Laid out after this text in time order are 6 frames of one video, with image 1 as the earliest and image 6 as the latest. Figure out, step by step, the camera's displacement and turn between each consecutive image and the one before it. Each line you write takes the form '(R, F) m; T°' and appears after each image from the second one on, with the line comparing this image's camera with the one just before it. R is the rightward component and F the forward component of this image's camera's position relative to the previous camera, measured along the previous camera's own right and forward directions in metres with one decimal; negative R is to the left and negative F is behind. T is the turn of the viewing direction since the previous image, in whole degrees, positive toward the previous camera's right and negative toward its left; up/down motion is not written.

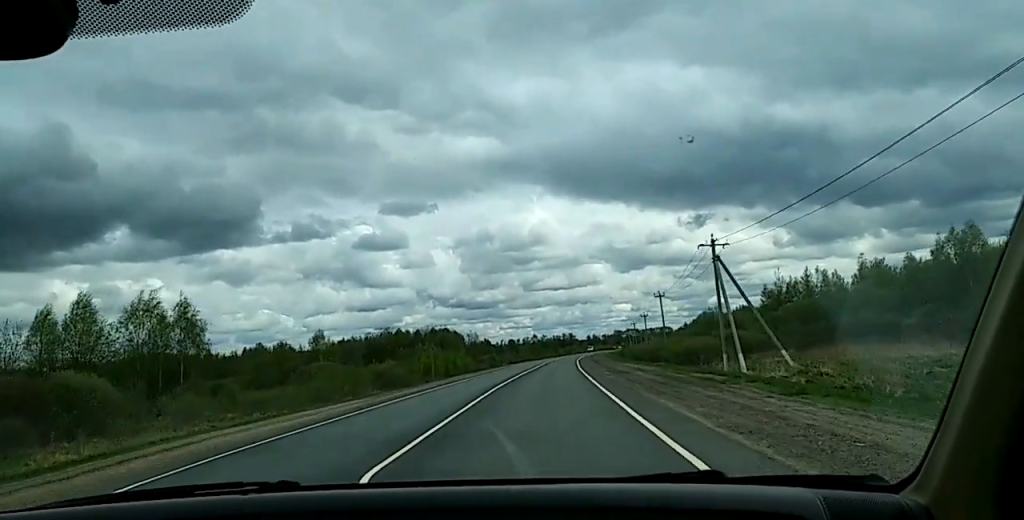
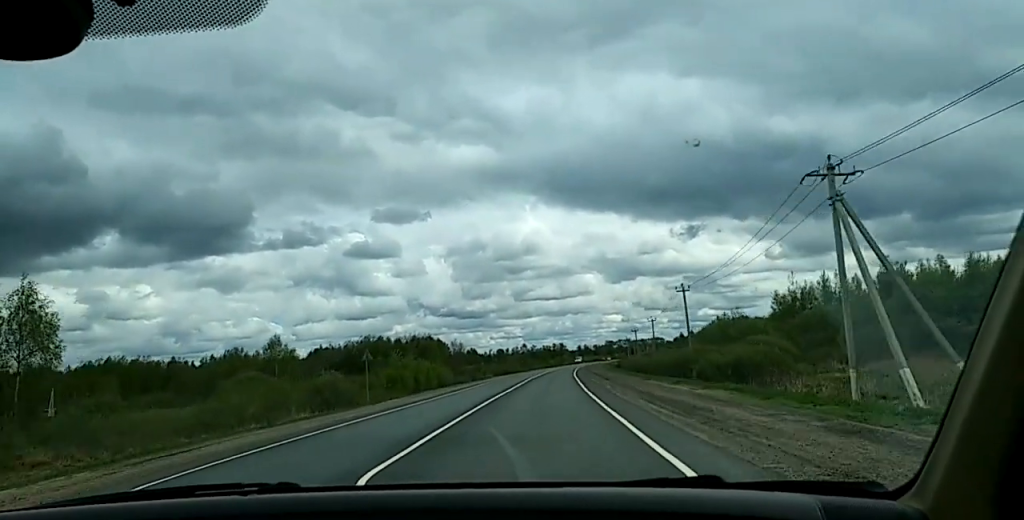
(-0.2, +18.0) m; +2°
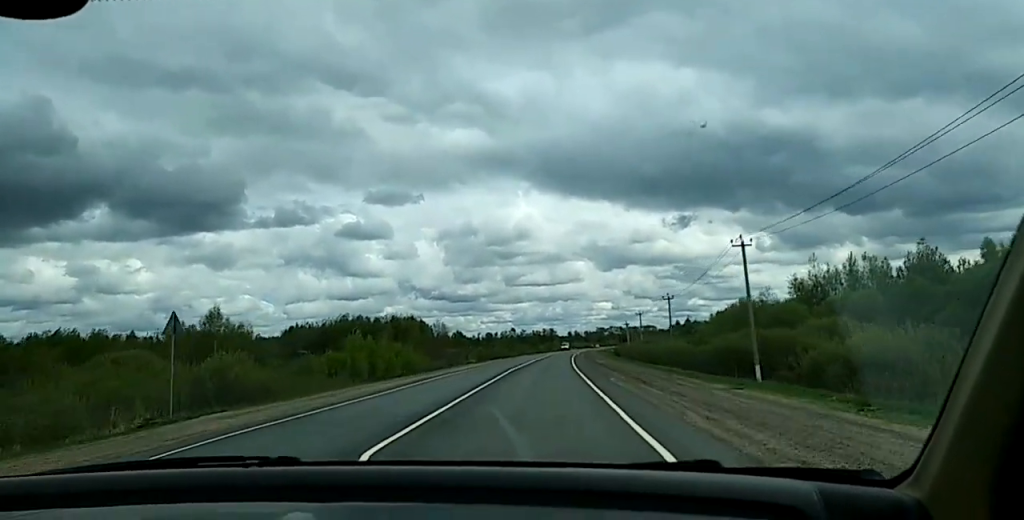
(+0.8, +22.9) m; +2°
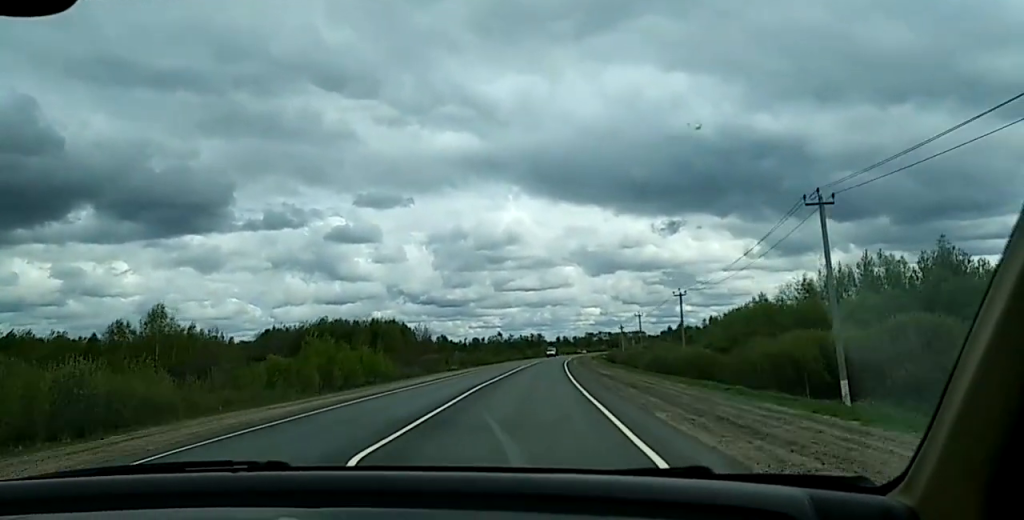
(+0.1, +14.3) m; 0°
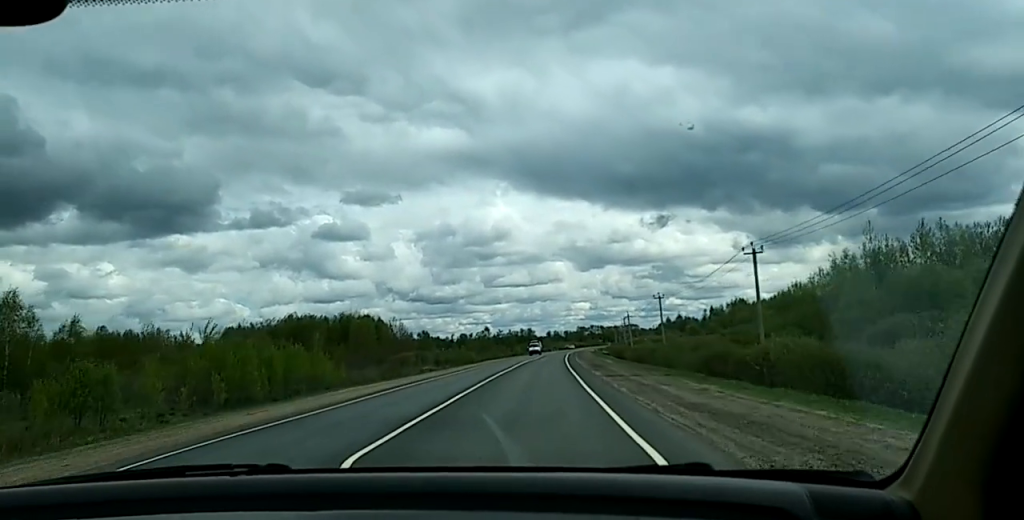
(-0.1, +29.5) m; 0°
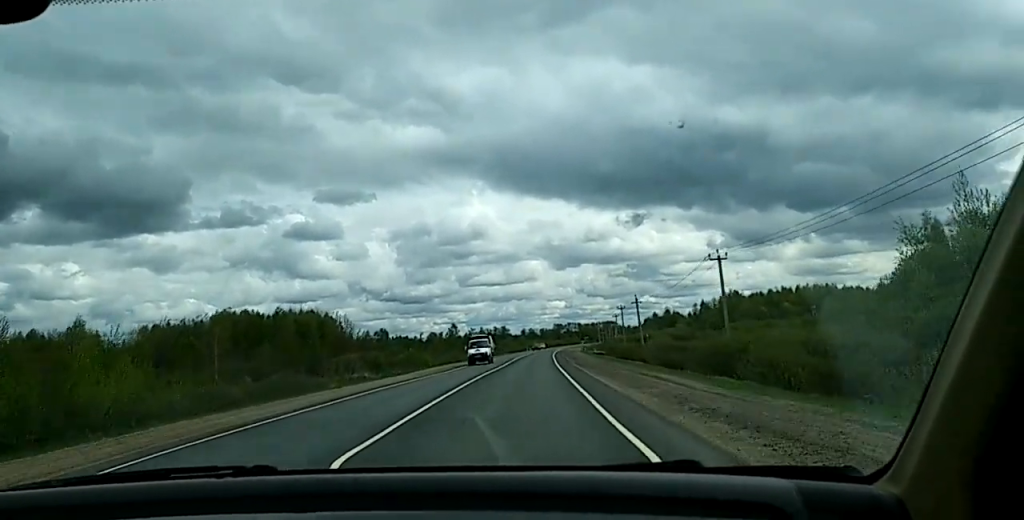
(+0.5, +41.2) m; 0°
